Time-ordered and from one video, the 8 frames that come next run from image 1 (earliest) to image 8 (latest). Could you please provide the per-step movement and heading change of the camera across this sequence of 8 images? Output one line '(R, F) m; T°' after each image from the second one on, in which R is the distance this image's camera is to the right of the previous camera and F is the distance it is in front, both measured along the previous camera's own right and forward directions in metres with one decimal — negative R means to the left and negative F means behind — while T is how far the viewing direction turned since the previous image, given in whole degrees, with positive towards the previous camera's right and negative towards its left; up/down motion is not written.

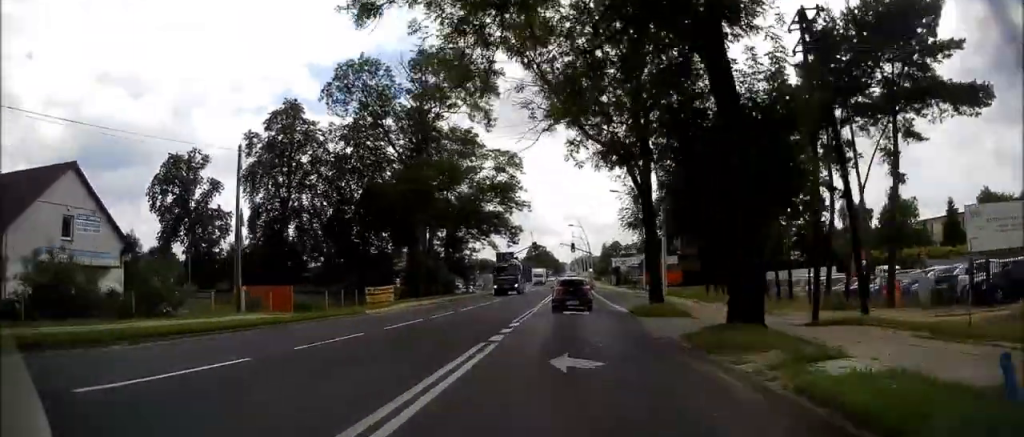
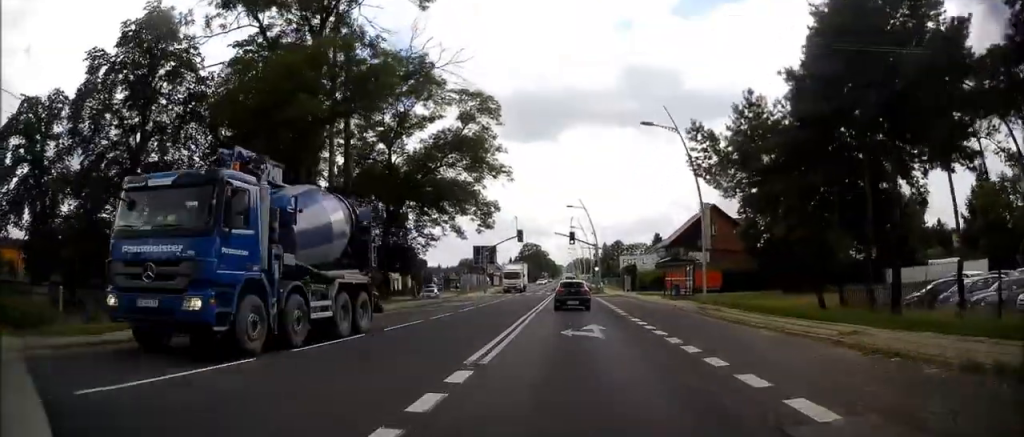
(0.0, +18.5) m; +1°
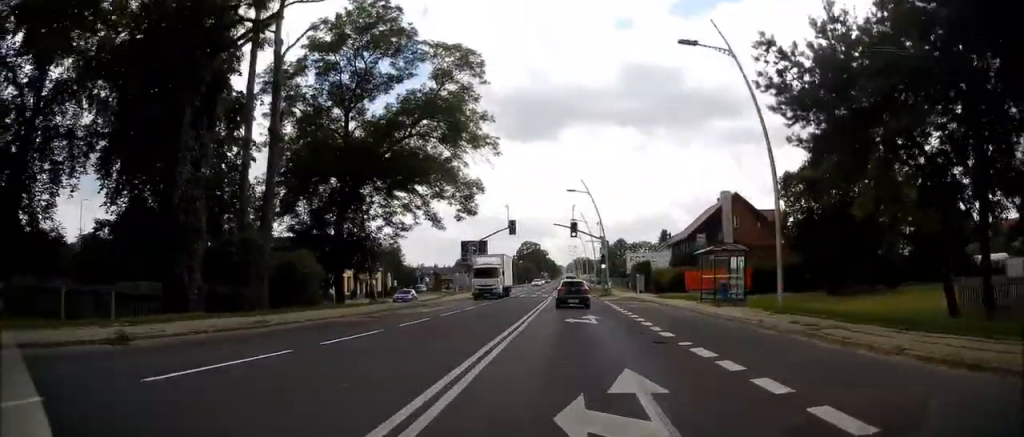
(0.0, +7.6) m; 0°
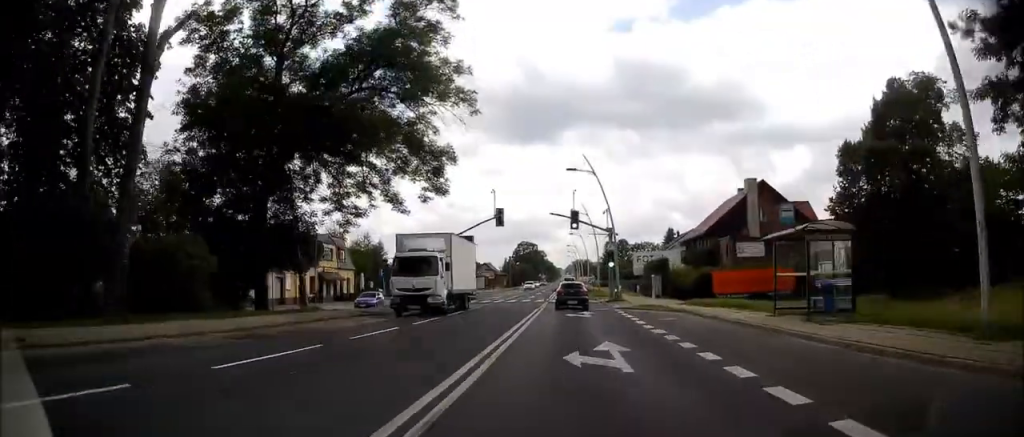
(0.0, +8.0) m; 0°
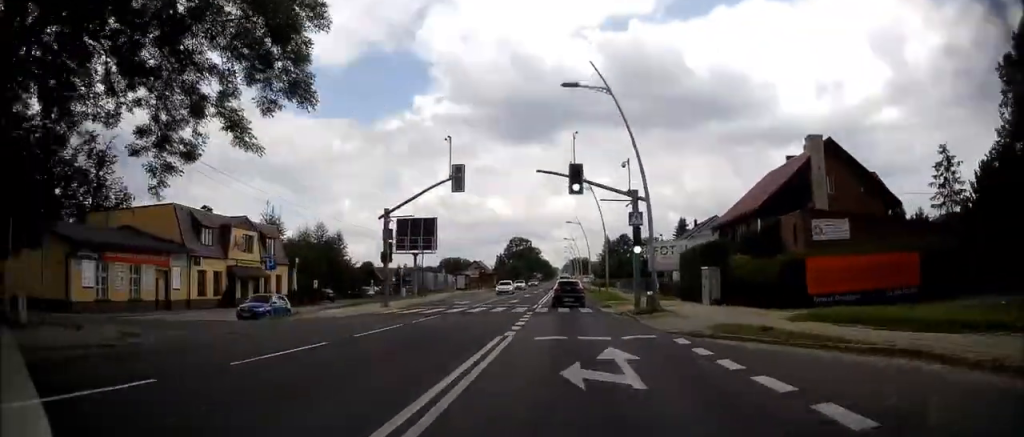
(+0.1, +16.7) m; +1°
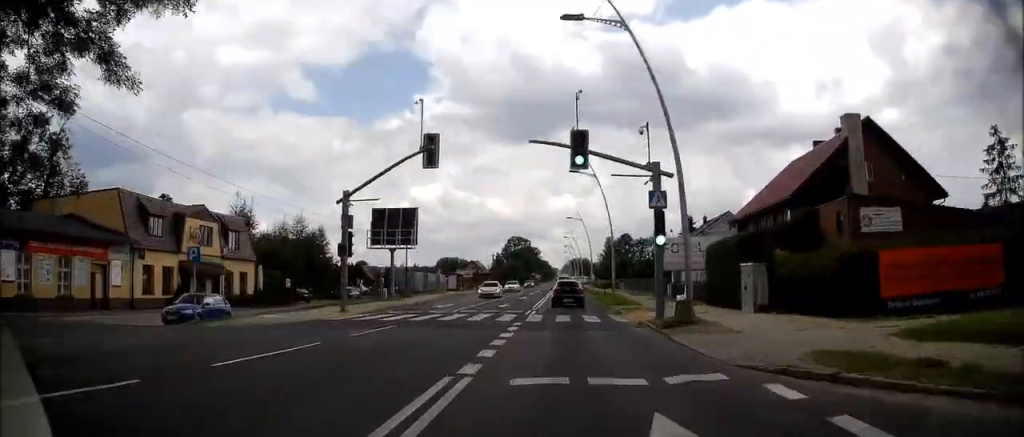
(+0.1, +7.4) m; 0°
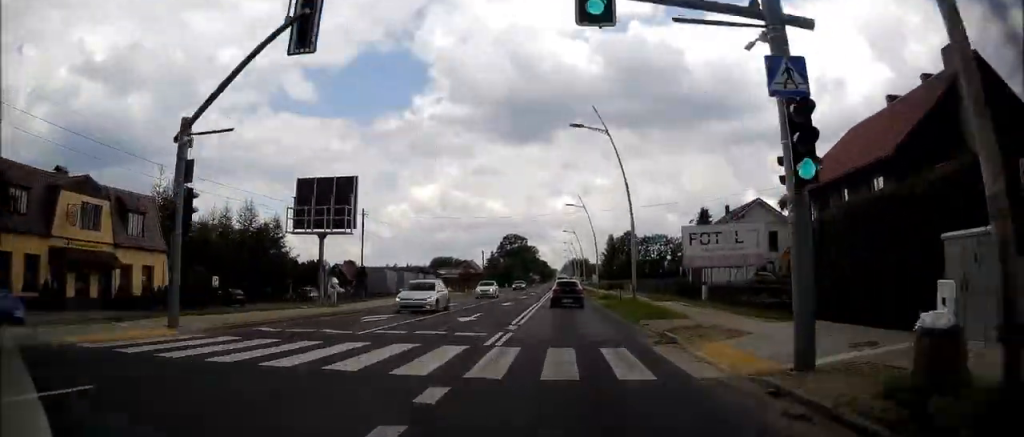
(-0.1, +15.3) m; 0°
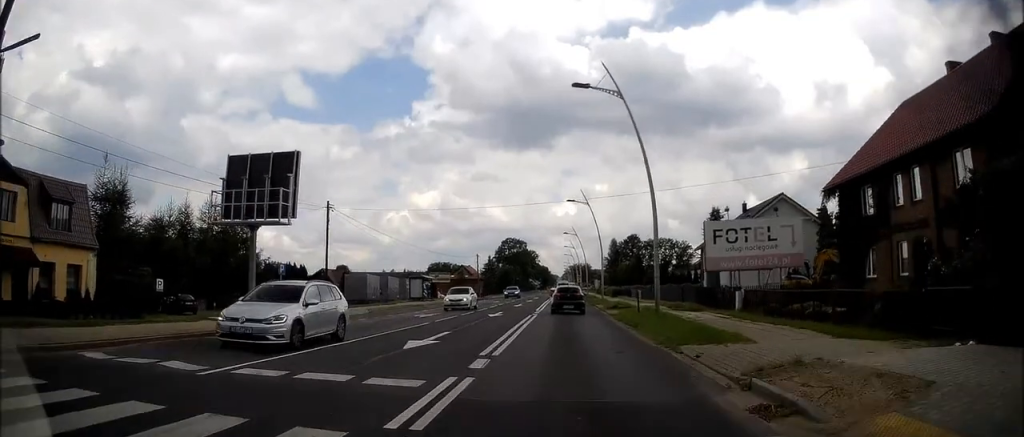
(-0.1, +9.0) m; 0°
